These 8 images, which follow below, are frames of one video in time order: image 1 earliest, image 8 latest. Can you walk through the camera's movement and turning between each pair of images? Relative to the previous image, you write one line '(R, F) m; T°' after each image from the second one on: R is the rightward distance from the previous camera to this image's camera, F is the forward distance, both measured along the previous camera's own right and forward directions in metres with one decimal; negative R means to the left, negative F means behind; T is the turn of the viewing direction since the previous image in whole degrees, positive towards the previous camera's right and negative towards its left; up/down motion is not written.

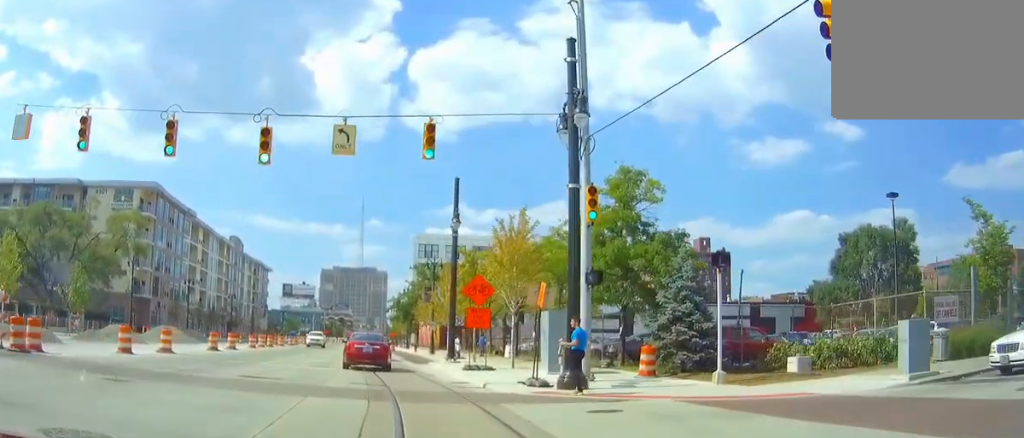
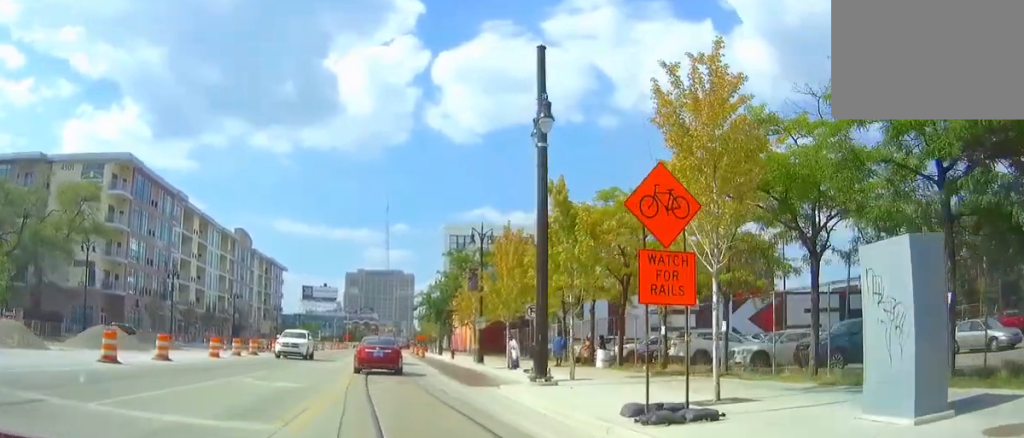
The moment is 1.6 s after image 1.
(-0.1, +17.7) m; -1°
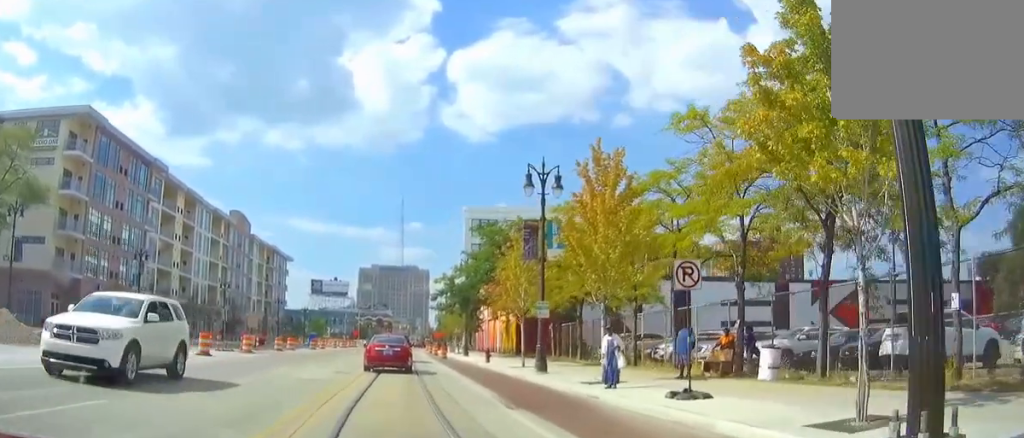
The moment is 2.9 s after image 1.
(-0.1, +14.7) m; -1°
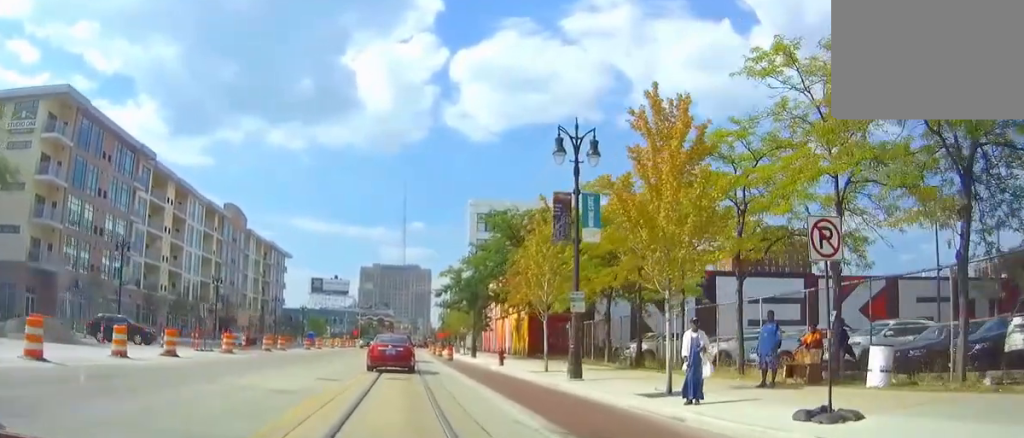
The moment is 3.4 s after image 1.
(0.0, +5.2) m; 0°
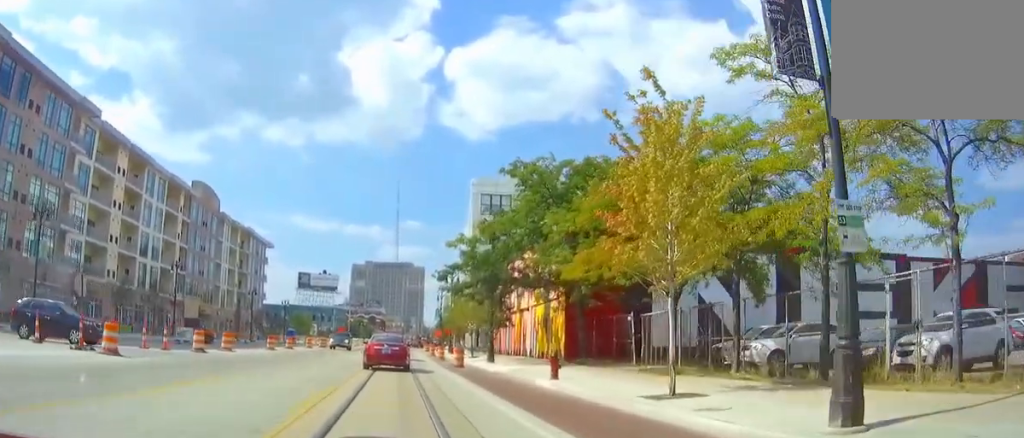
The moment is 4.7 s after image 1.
(0.0, +14.4) m; 0°
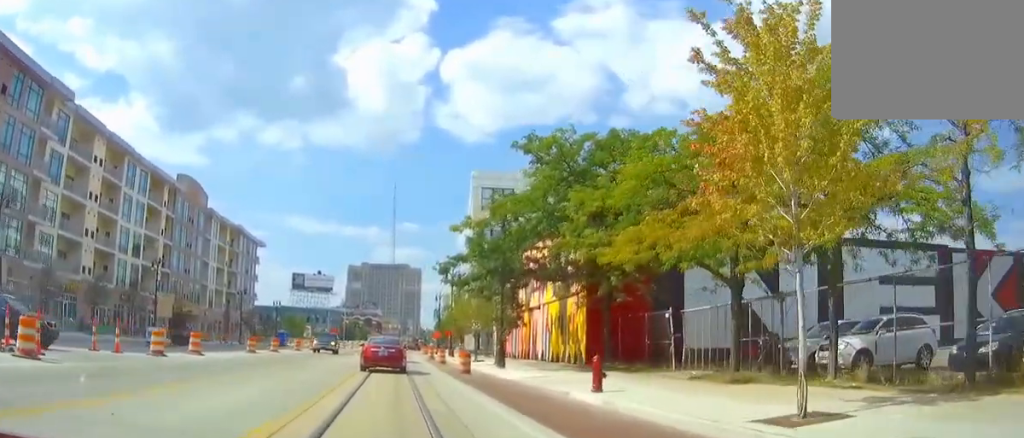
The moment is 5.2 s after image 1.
(0.0, +5.3) m; -1°
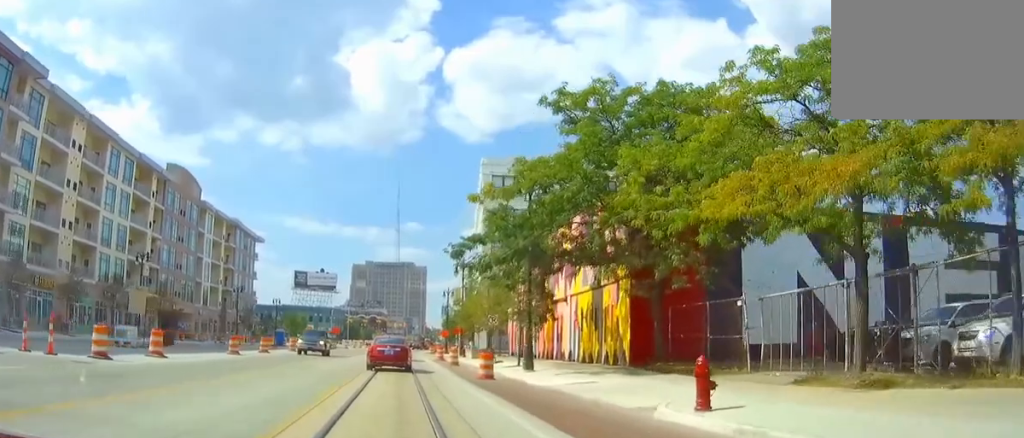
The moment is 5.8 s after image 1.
(0.0, +5.8) m; 0°
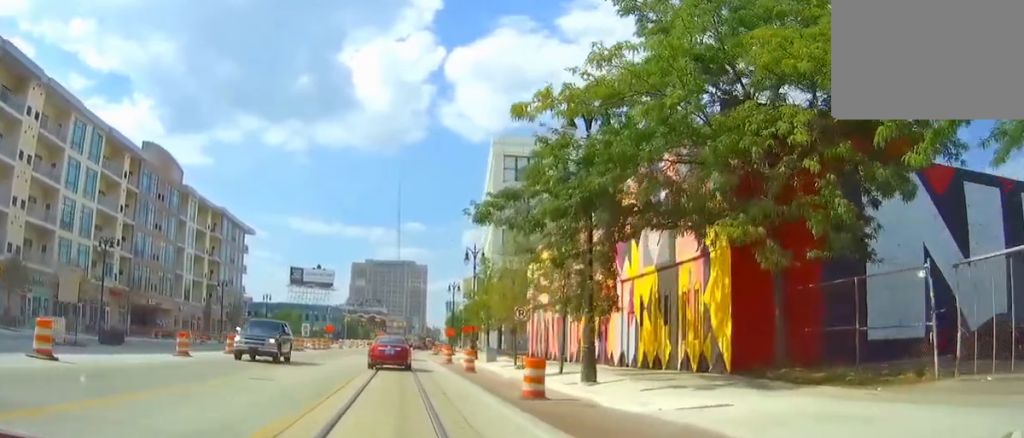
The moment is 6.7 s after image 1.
(-0.2, +9.4) m; 0°
